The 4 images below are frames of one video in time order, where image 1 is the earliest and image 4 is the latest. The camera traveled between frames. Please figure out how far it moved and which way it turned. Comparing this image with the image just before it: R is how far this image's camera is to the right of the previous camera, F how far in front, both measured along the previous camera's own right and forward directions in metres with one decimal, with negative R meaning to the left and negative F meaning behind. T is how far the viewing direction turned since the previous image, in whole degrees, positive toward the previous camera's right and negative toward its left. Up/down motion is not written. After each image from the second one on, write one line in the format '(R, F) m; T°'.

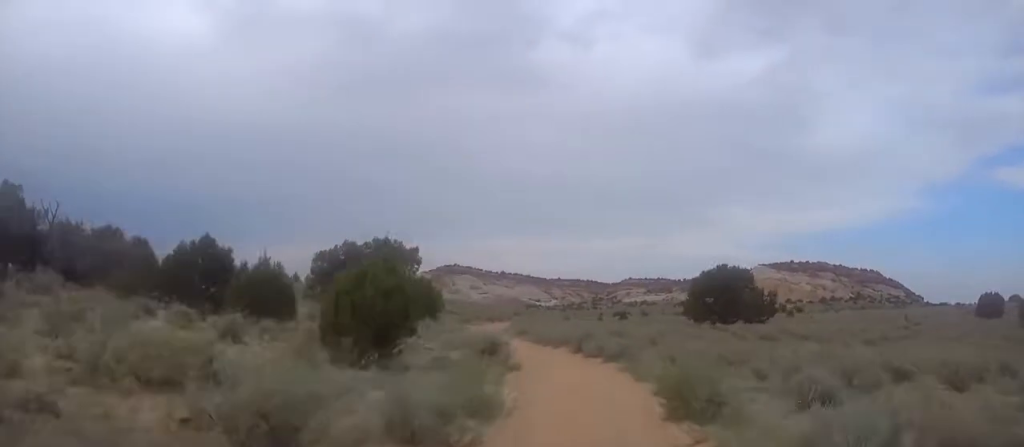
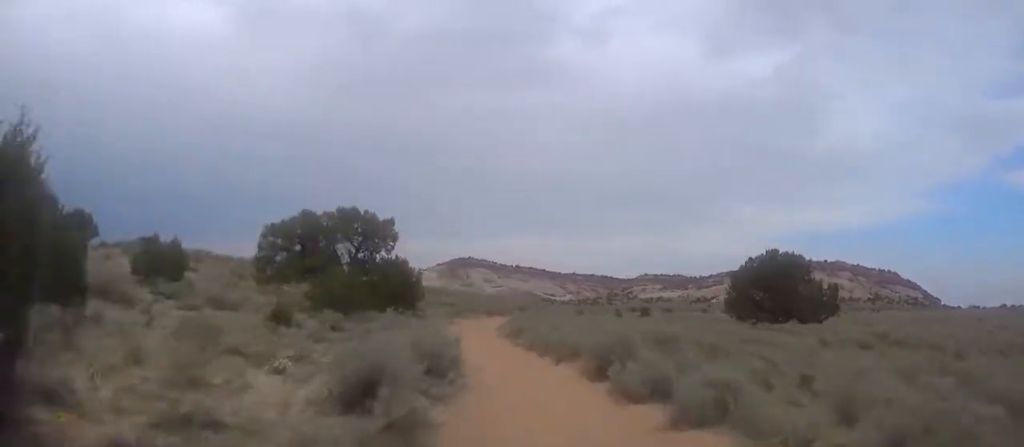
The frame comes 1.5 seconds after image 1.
(-0.2, +14.5) m; -4°
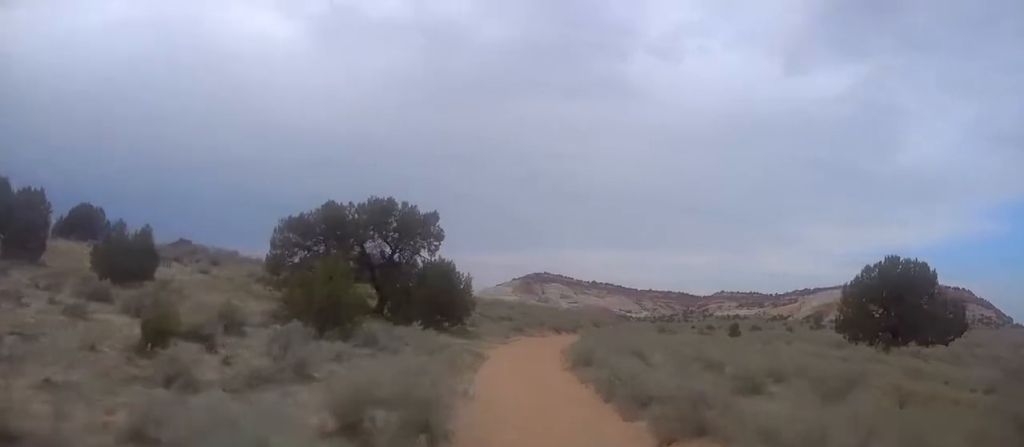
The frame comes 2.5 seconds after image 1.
(-0.6, +10.7) m; -2°
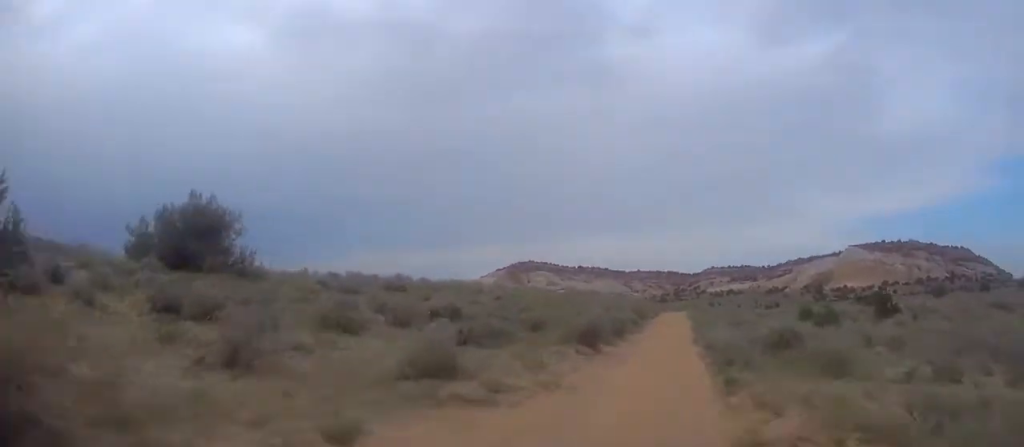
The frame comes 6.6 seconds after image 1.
(-1.8, +42.1) m; -3°
